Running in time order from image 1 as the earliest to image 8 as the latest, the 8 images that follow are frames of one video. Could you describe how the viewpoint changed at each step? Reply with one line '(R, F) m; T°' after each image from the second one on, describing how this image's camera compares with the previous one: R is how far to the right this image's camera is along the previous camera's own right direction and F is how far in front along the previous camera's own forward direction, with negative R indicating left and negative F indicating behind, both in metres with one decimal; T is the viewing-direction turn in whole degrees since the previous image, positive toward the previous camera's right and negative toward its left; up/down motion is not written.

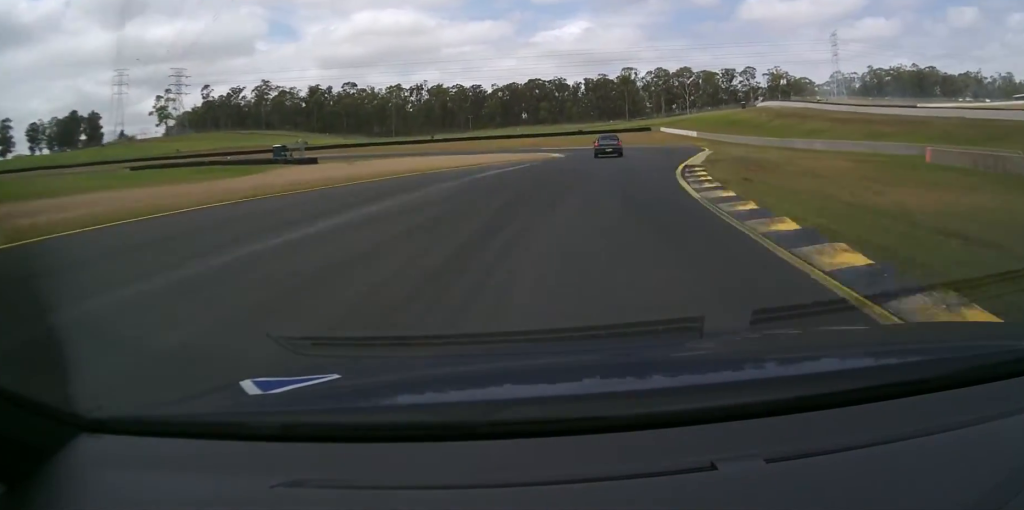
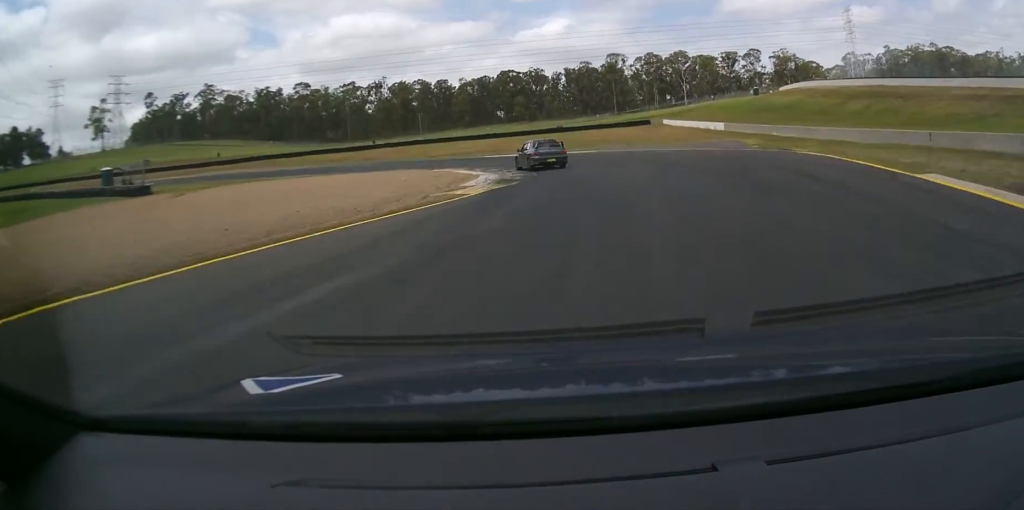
(-1.6, +27.5) m; -14°
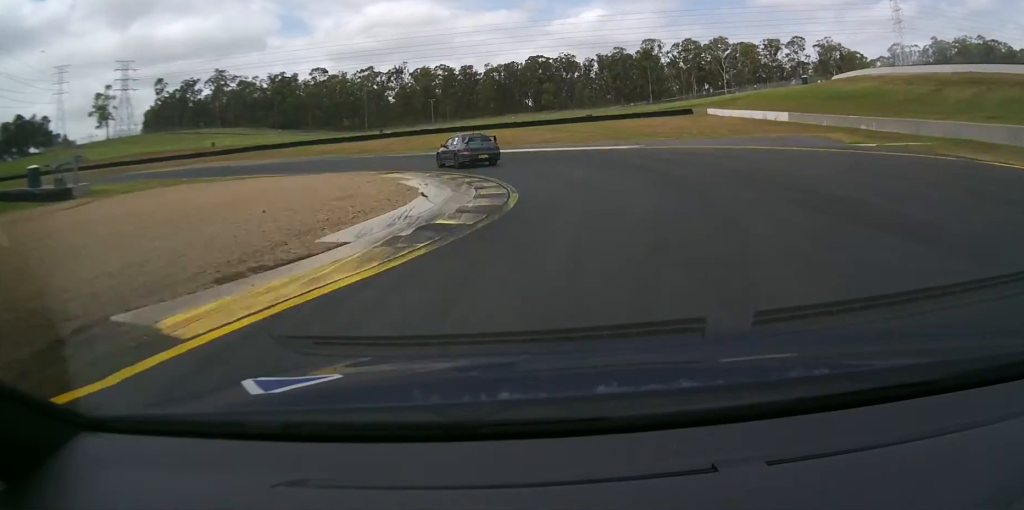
(-2.2, +11.9) m; -9°
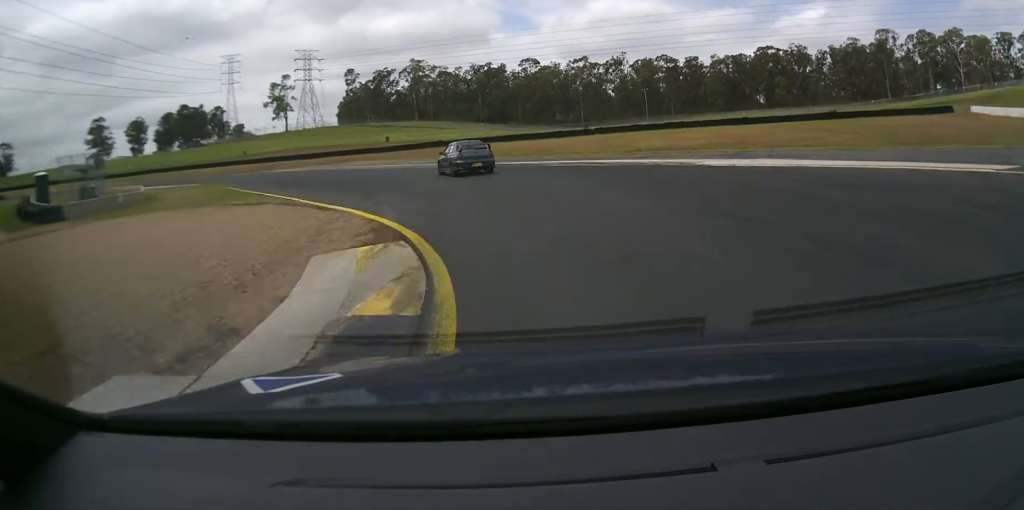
(-1.7, +20.6) m; -5°
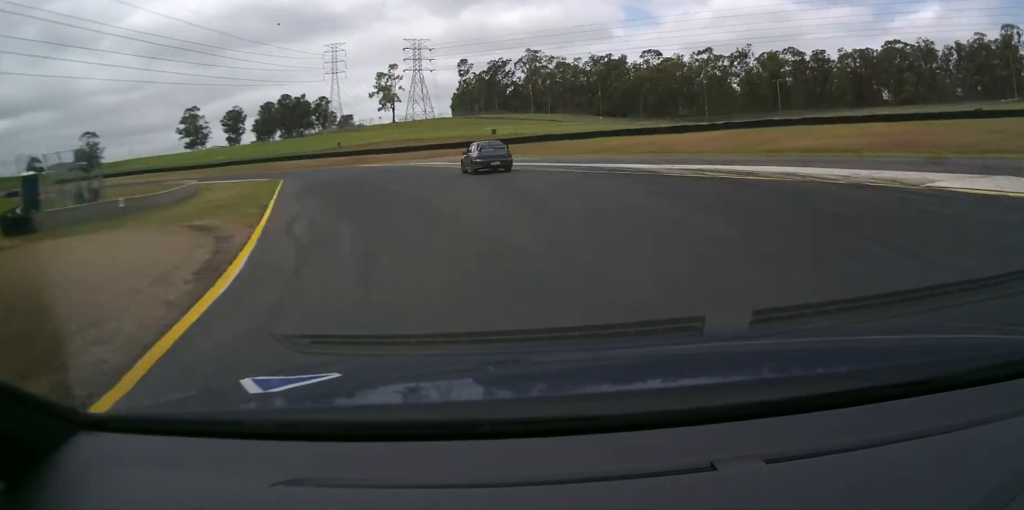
(-0.2, +14.0) m; -5°
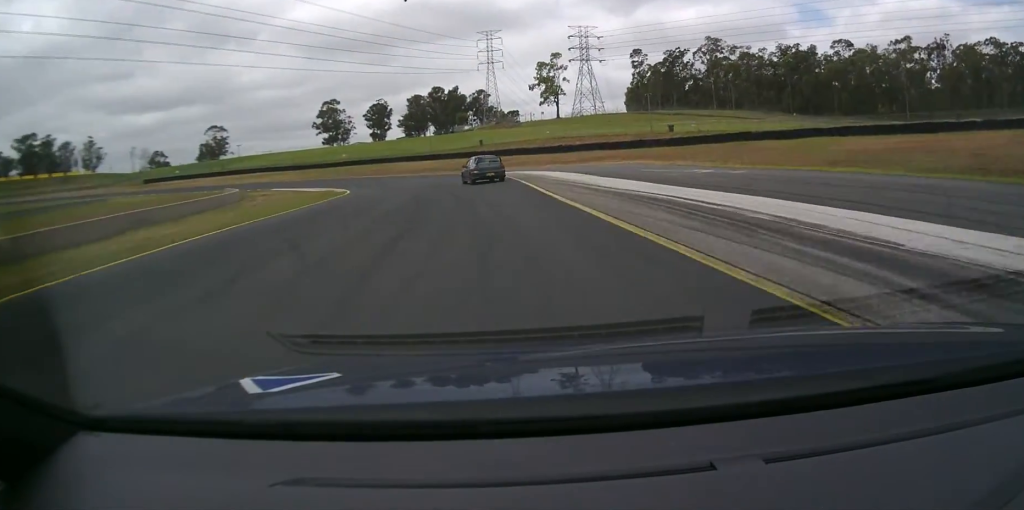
(-3.8, +26.9) m; -22°
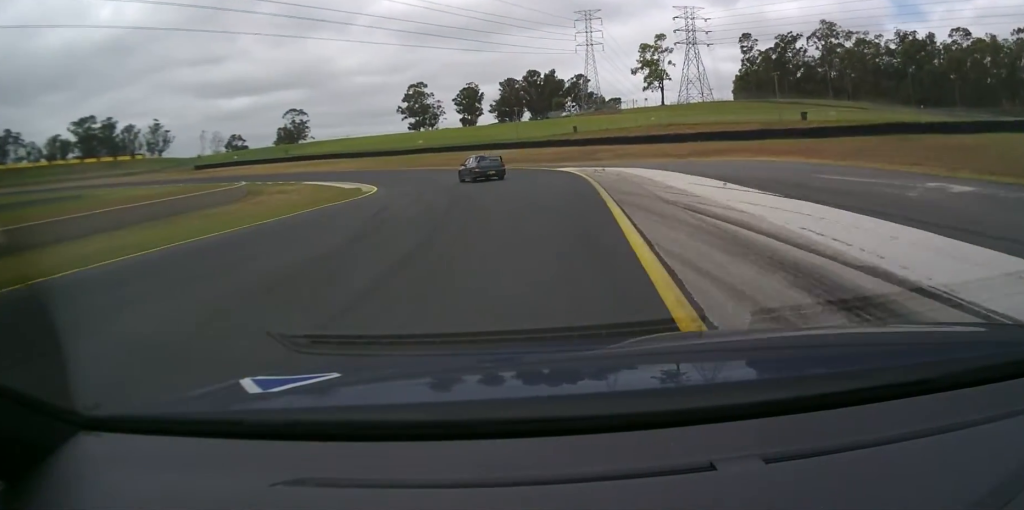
(-2.1, +16.4) m; -15°
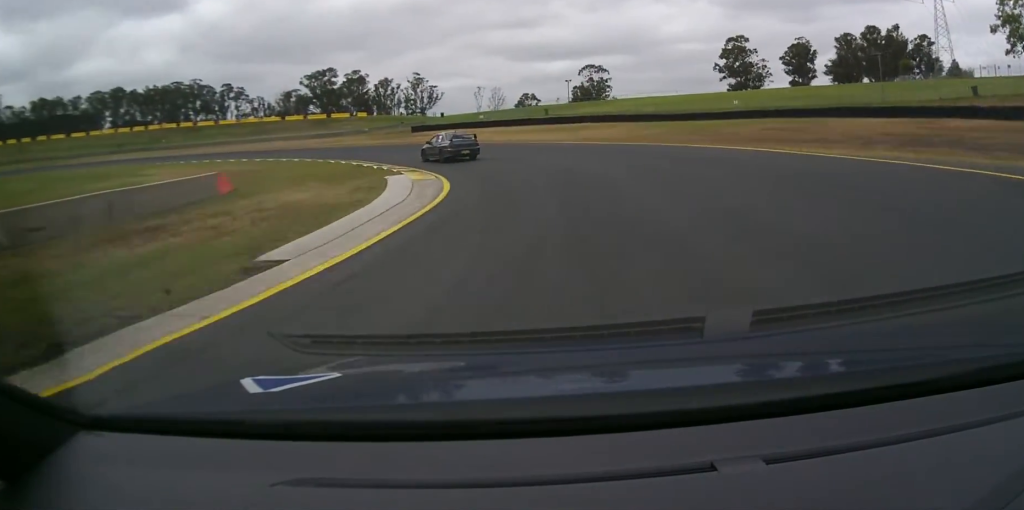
(-10.9, +35.9) m; -36°
